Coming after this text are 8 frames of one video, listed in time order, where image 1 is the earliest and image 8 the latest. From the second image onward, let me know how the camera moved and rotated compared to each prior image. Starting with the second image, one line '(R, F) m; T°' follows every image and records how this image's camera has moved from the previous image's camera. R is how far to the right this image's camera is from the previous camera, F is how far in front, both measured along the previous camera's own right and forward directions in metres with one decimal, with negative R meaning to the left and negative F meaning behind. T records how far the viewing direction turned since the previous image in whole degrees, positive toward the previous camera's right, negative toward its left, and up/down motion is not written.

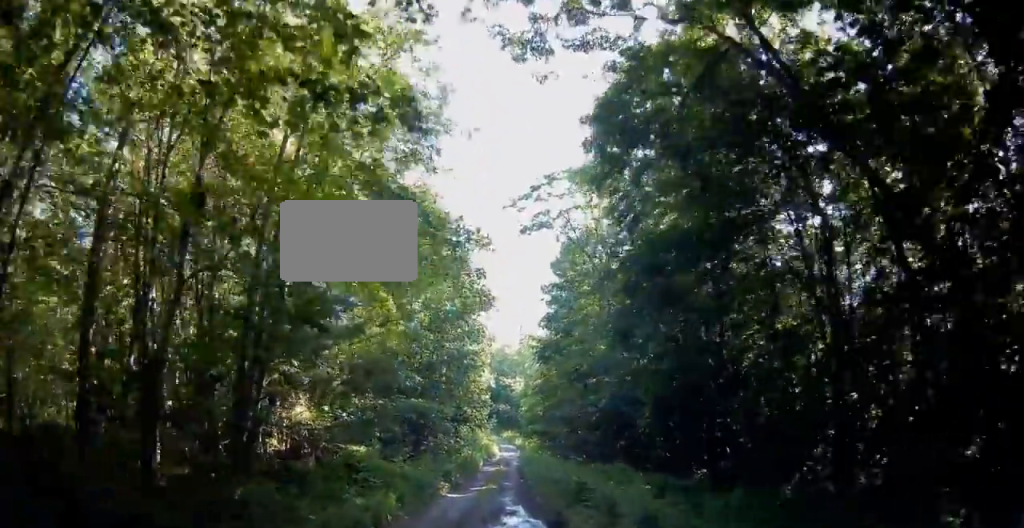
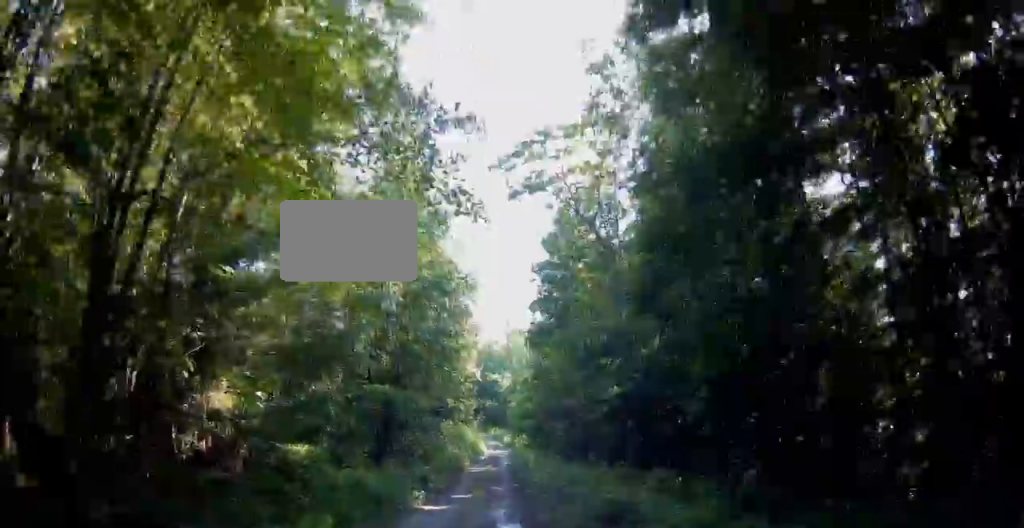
(+0.2, +4.7) m; -2°
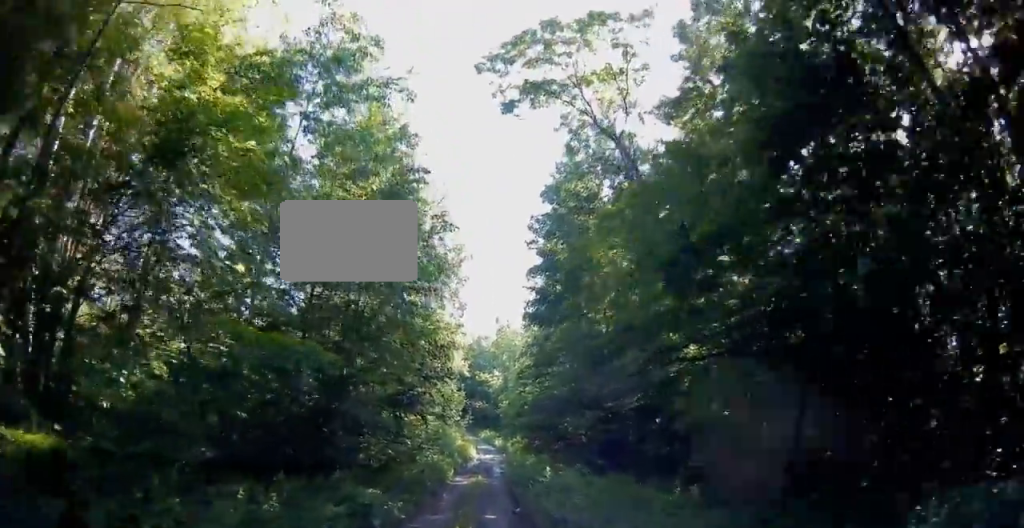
(-0.6, +8.6) m; -2°
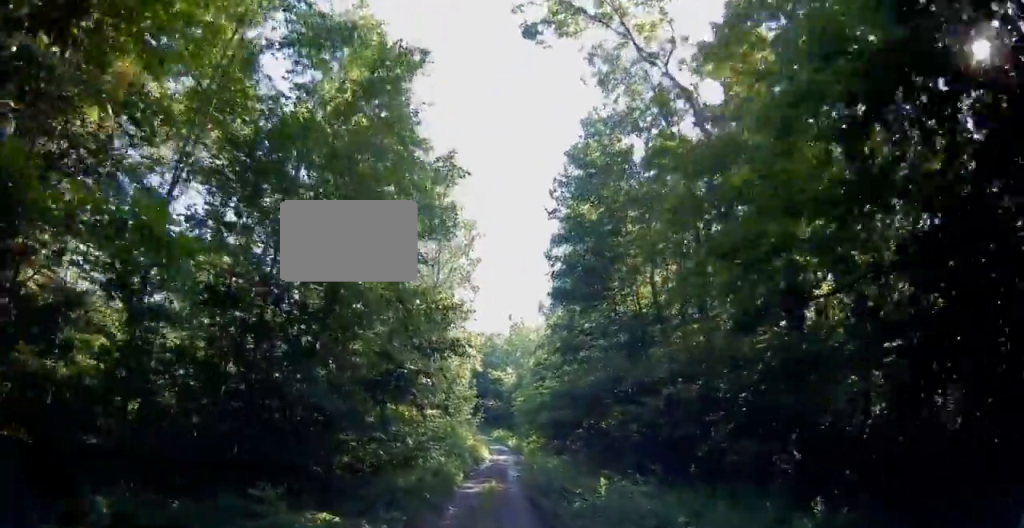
(+0.2, +4.3) m; +3°
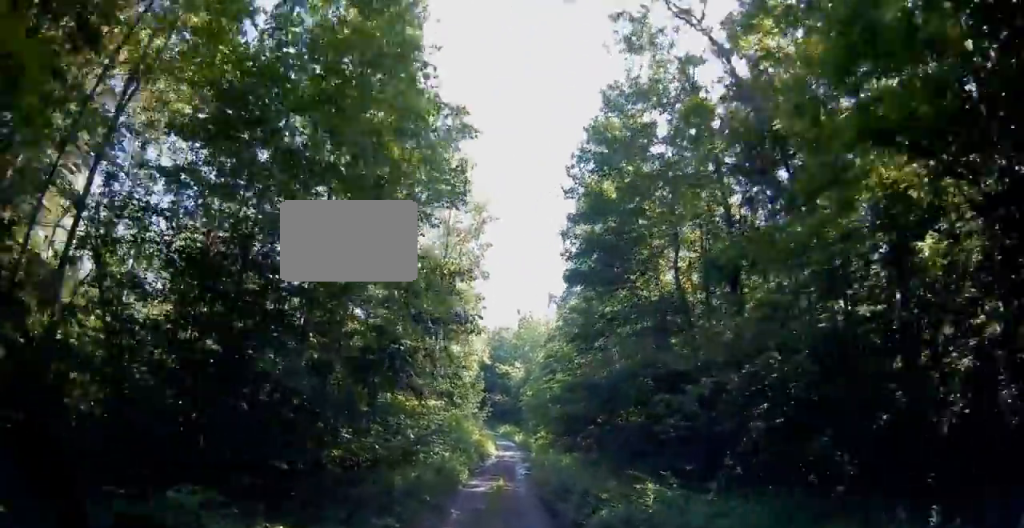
(0.0, +2.0) m; 0°
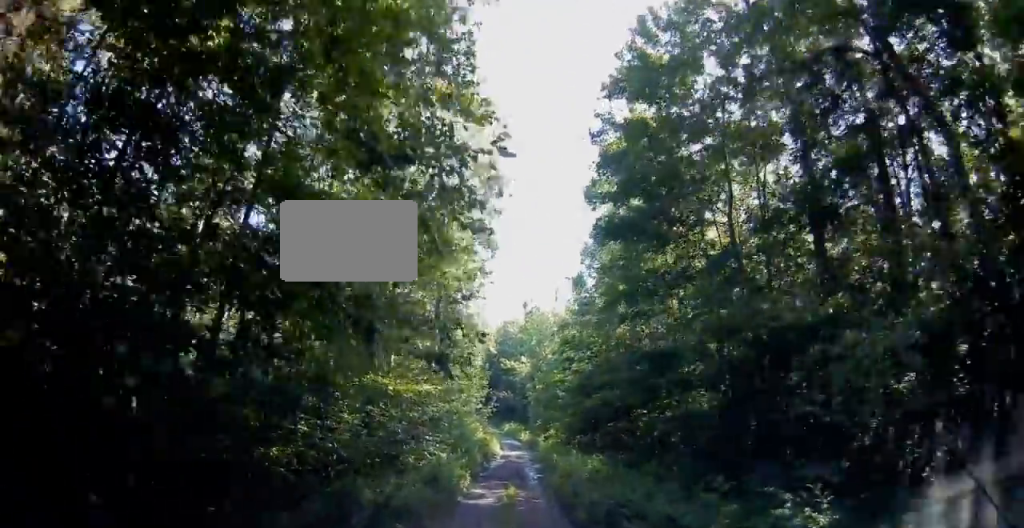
(0.0, +5.2) m; +1°
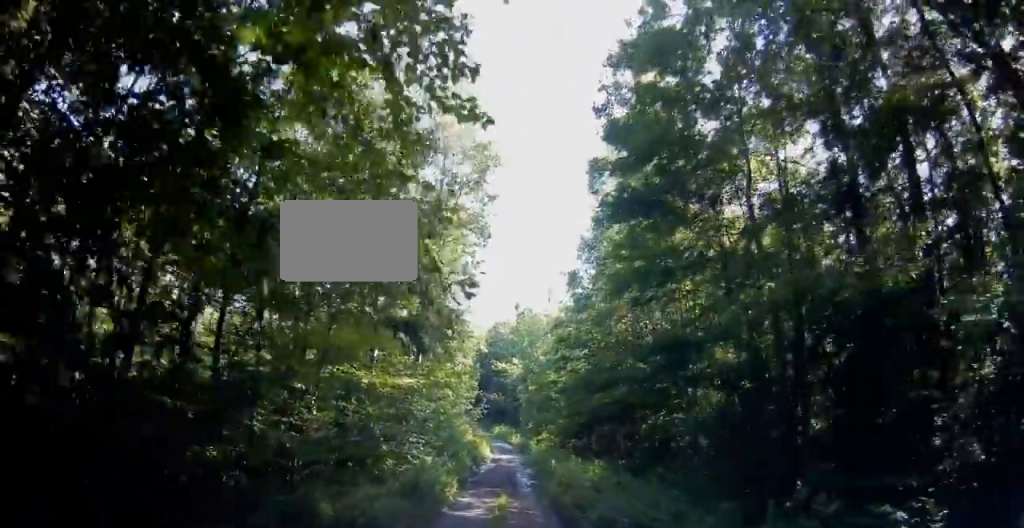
(0.0, +2.2) m; 0°
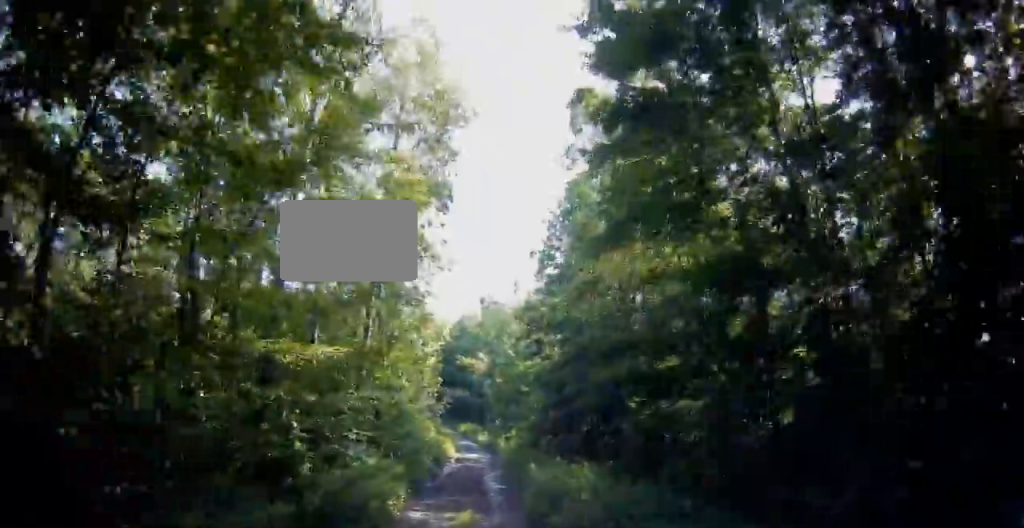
(0.0, +4.2) m; -1°
